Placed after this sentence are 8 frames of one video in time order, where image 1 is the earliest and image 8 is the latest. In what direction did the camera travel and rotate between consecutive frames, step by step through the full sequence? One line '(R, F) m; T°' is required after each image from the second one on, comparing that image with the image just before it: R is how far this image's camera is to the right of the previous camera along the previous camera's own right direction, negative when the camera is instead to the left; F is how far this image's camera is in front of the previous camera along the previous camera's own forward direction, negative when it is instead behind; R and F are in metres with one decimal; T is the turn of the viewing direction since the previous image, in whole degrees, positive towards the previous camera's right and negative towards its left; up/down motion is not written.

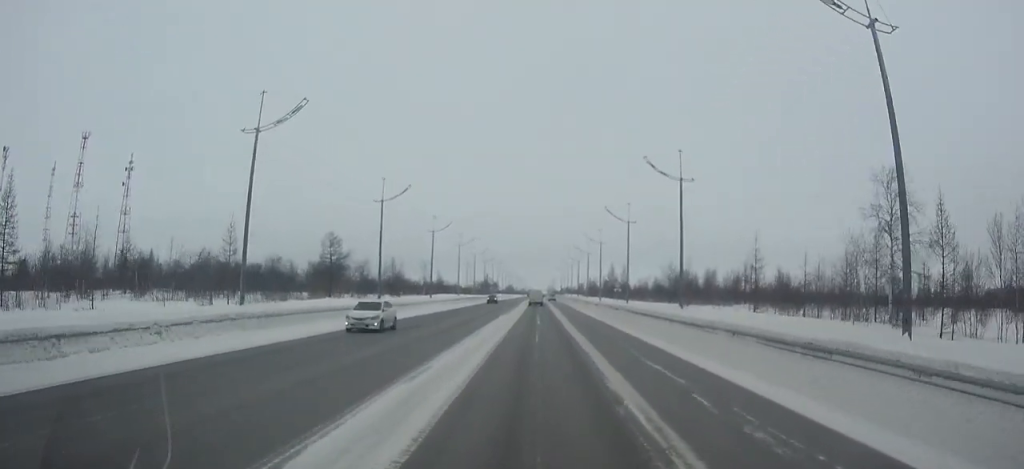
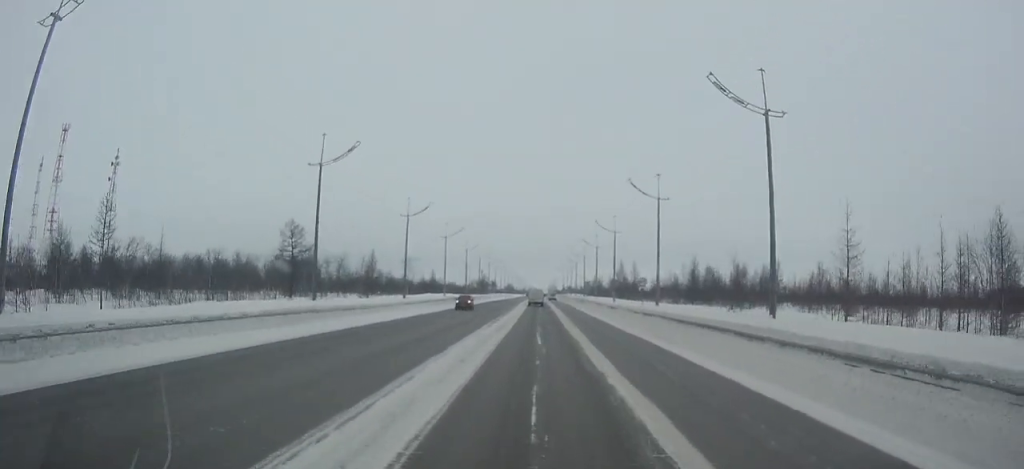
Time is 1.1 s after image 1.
(0.0, +14.9) m; 0°
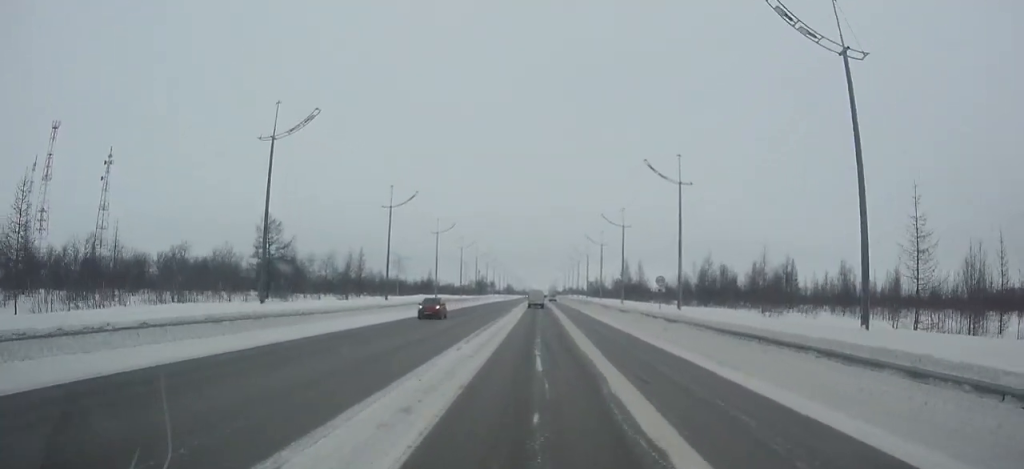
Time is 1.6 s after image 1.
(0.0, +7.0) m; 0°
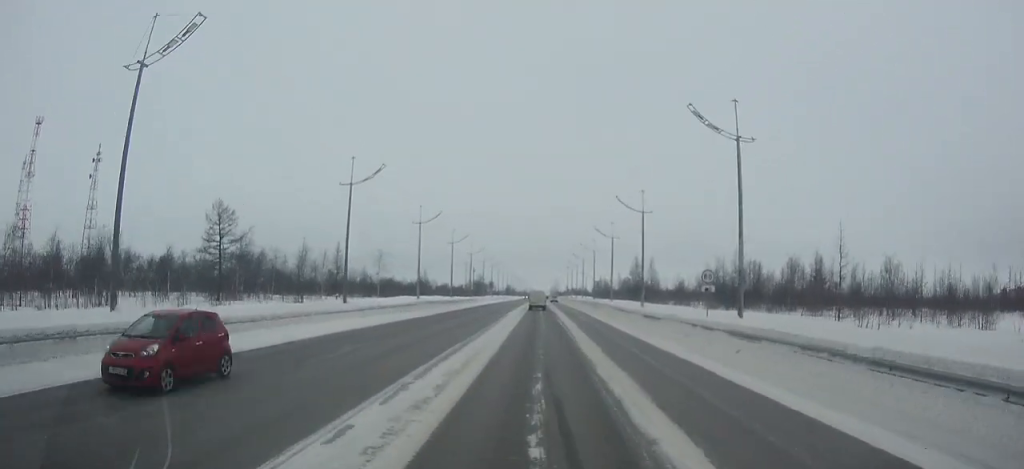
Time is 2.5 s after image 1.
(0.0, +11.8) m; 0°
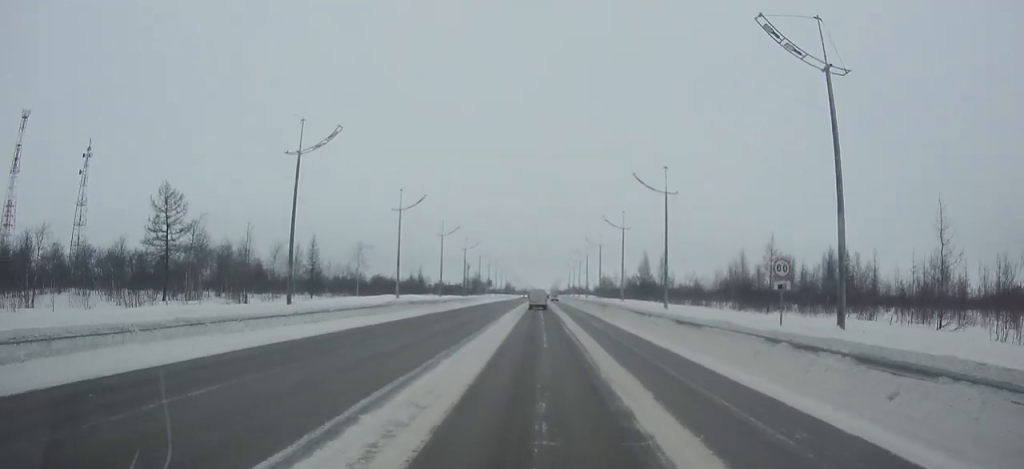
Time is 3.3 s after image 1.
(0.0, +9.6) m; 0°
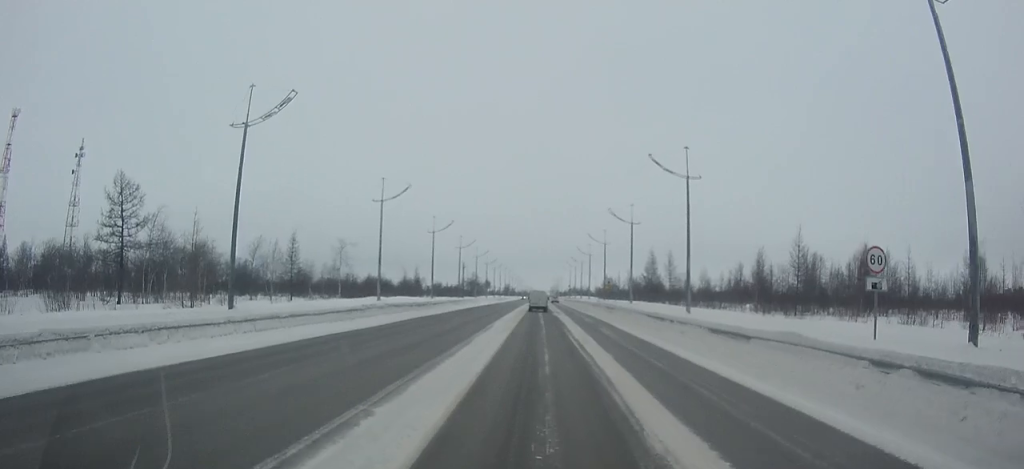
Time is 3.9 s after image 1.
(0.0, +6.5) m; 0°
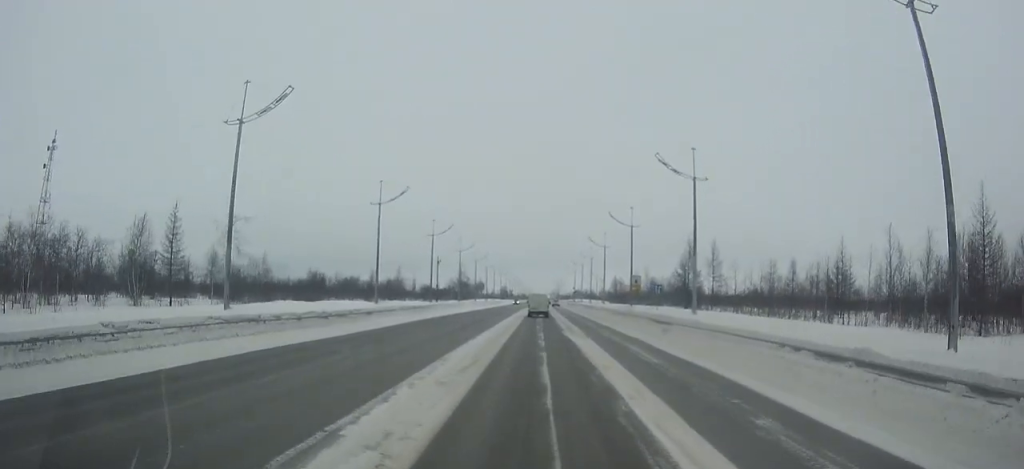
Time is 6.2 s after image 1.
(-0.1, +25.2) m; 0°
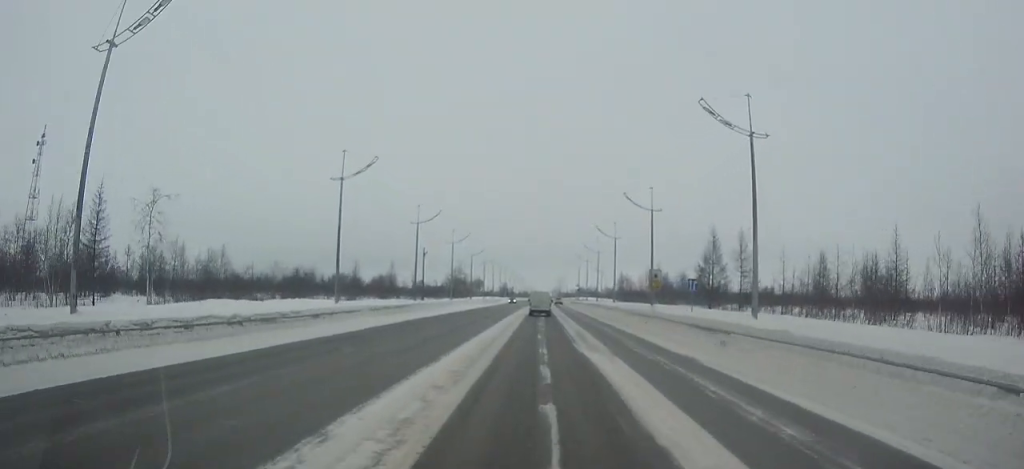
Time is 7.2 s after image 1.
(0.0, +10.1) m; 0°
